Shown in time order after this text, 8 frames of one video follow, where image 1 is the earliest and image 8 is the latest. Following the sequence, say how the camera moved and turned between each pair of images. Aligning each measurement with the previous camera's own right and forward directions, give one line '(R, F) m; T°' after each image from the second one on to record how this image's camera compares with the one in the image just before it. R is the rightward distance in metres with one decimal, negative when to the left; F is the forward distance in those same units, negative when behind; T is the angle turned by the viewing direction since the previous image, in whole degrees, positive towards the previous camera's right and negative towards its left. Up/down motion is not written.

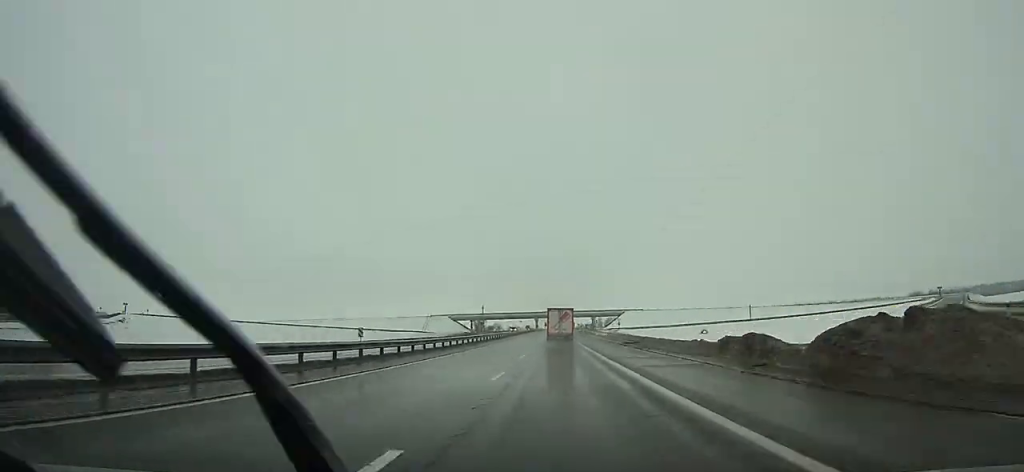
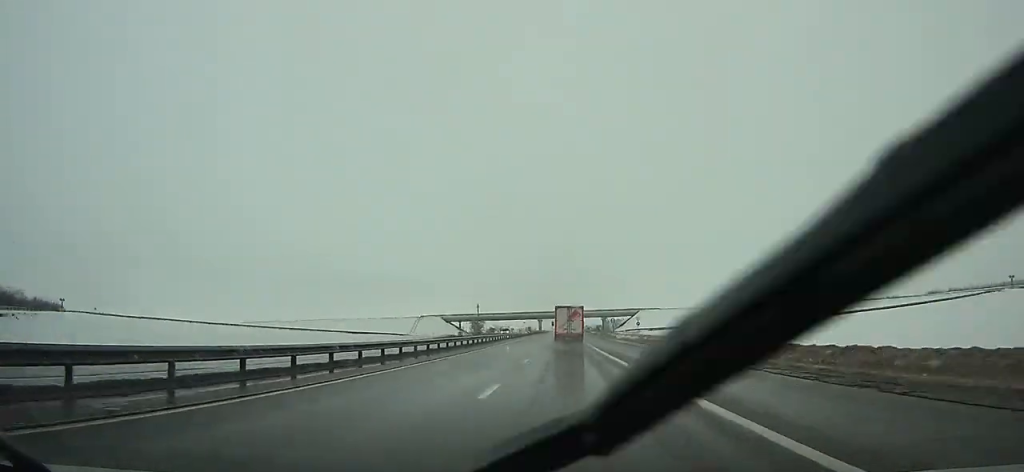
(-0.3, +29.2) m; 0°
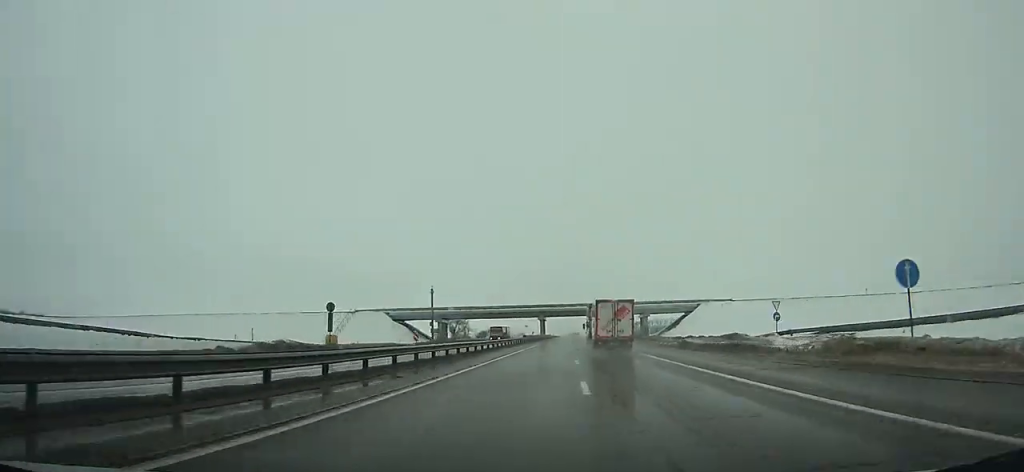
(-0.5, +84.0) m; 0°
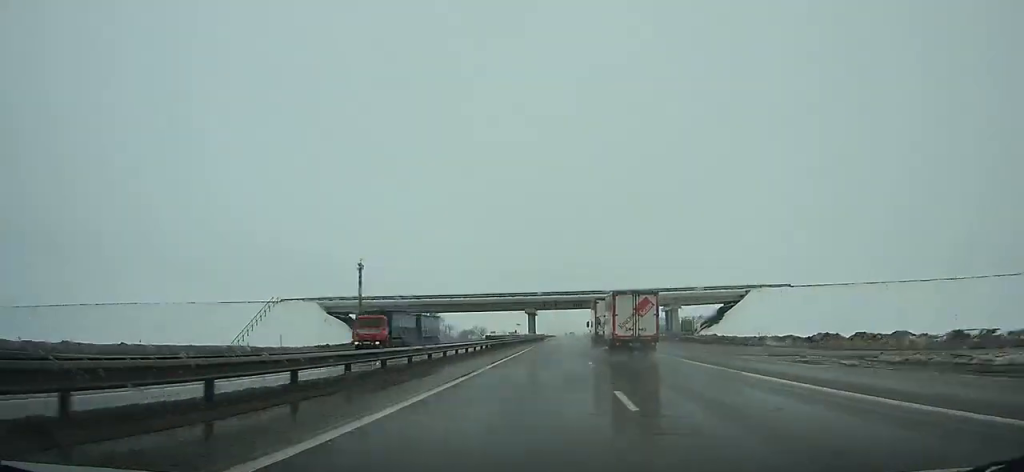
(0.0, +39.1) m; 0°
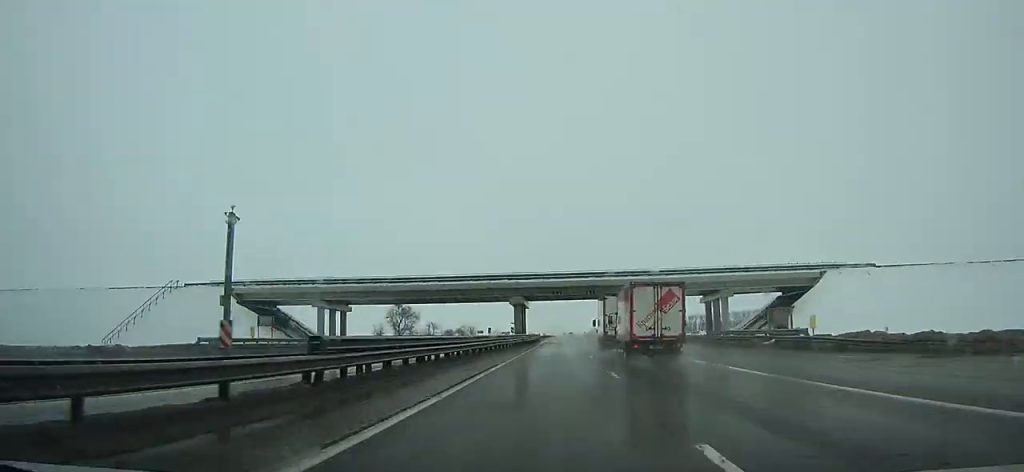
(0.0, +30.1) m; 0°
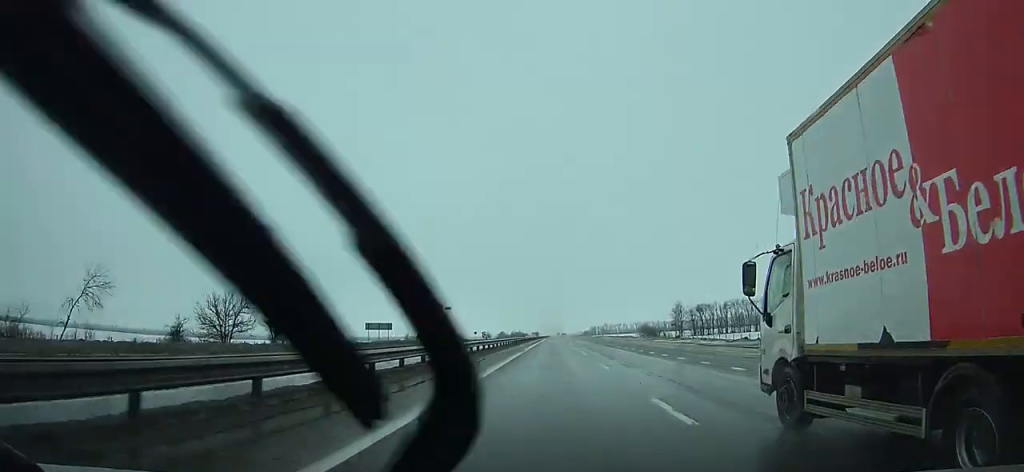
(+0.2, +187.6) m; 0°
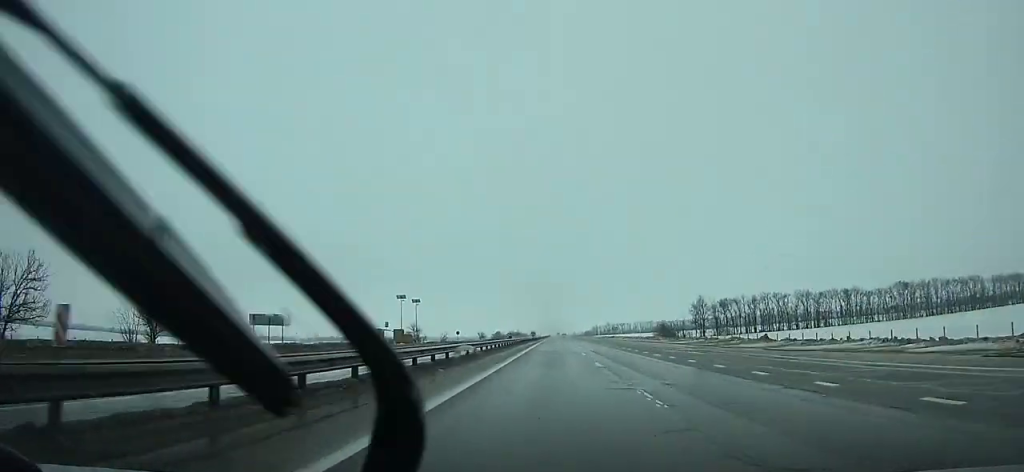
(-0.2, +33.0) m; 0°
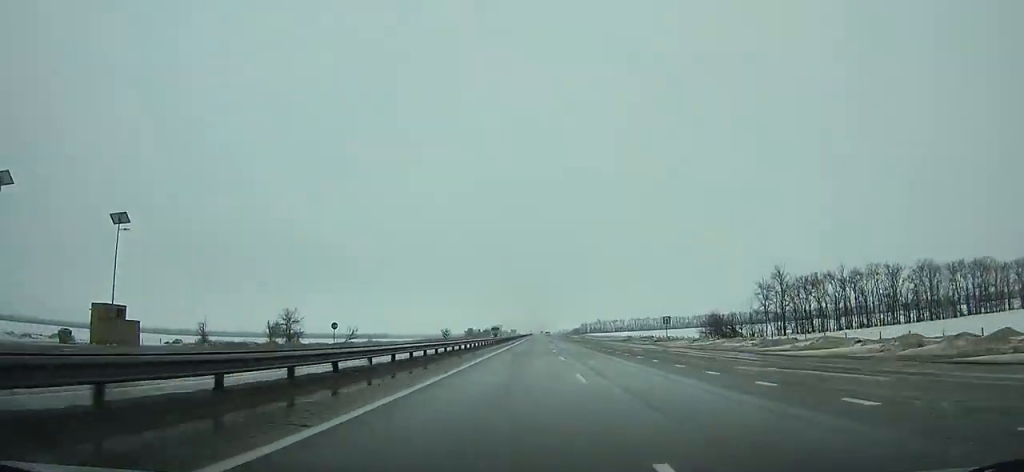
(+0.8, +80.0) m; +1°
